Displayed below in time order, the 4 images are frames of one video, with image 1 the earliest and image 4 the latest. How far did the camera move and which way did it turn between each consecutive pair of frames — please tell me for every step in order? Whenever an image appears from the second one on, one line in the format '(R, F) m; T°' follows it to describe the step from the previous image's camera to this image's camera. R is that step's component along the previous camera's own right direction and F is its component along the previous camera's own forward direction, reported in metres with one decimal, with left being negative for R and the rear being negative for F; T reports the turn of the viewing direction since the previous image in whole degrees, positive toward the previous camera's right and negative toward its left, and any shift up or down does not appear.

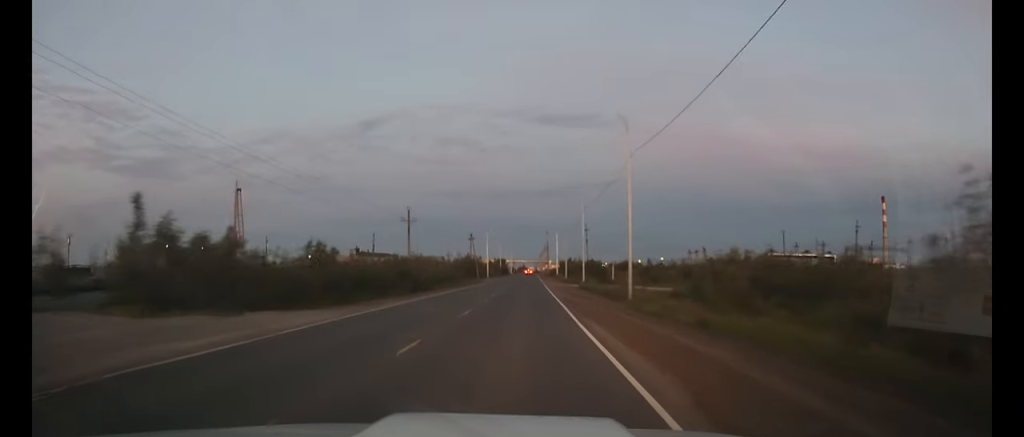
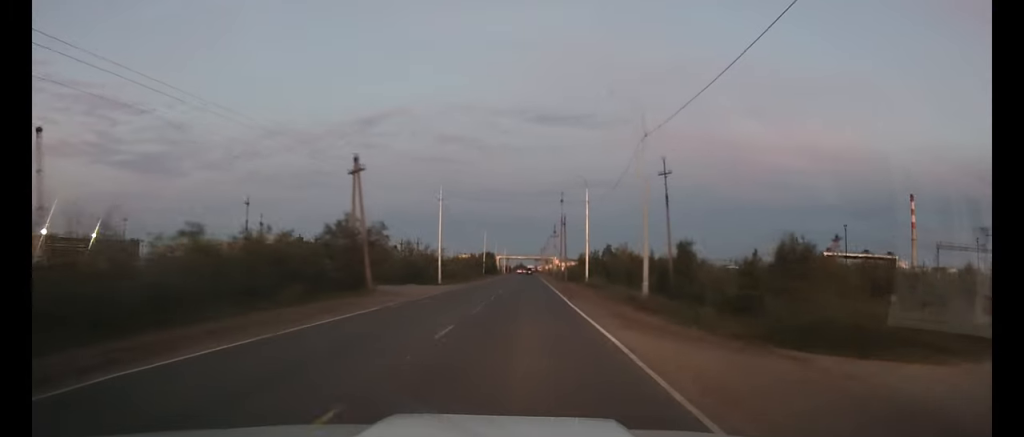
(+0.1, +67.6) m; 0°
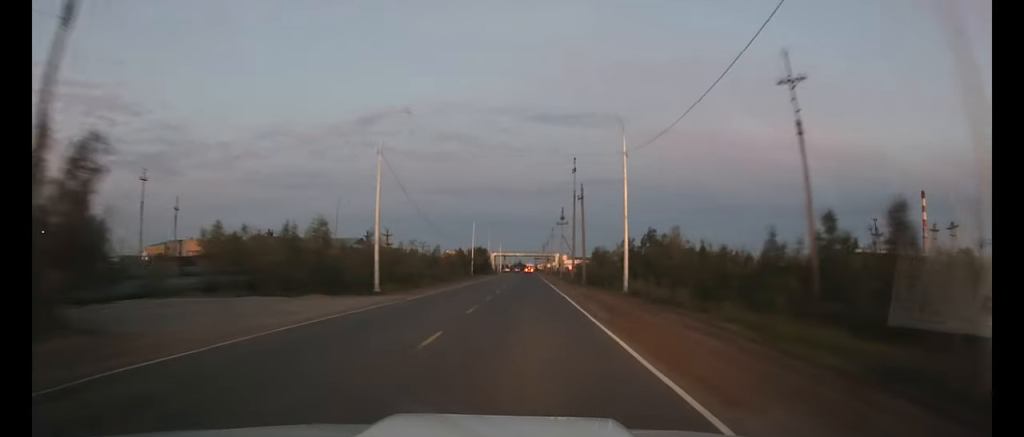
(0.0, +25.1) m; 0°
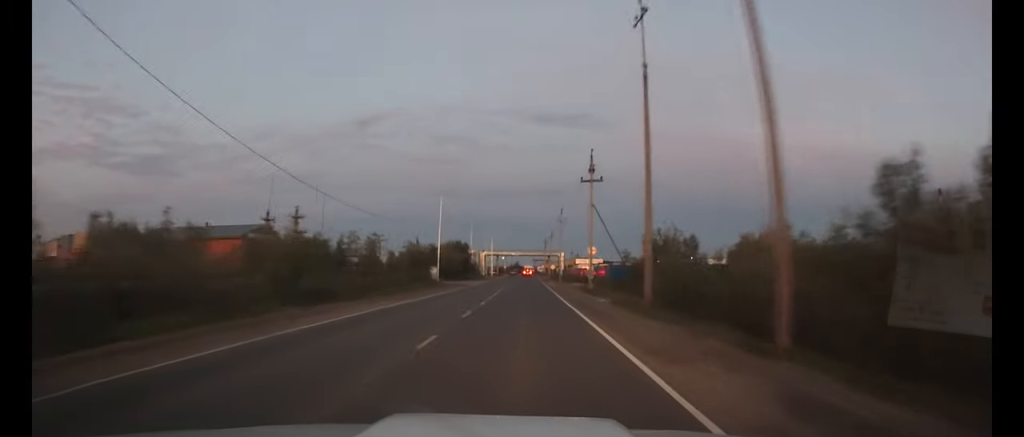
(0.0, +37.4) m; 0°
